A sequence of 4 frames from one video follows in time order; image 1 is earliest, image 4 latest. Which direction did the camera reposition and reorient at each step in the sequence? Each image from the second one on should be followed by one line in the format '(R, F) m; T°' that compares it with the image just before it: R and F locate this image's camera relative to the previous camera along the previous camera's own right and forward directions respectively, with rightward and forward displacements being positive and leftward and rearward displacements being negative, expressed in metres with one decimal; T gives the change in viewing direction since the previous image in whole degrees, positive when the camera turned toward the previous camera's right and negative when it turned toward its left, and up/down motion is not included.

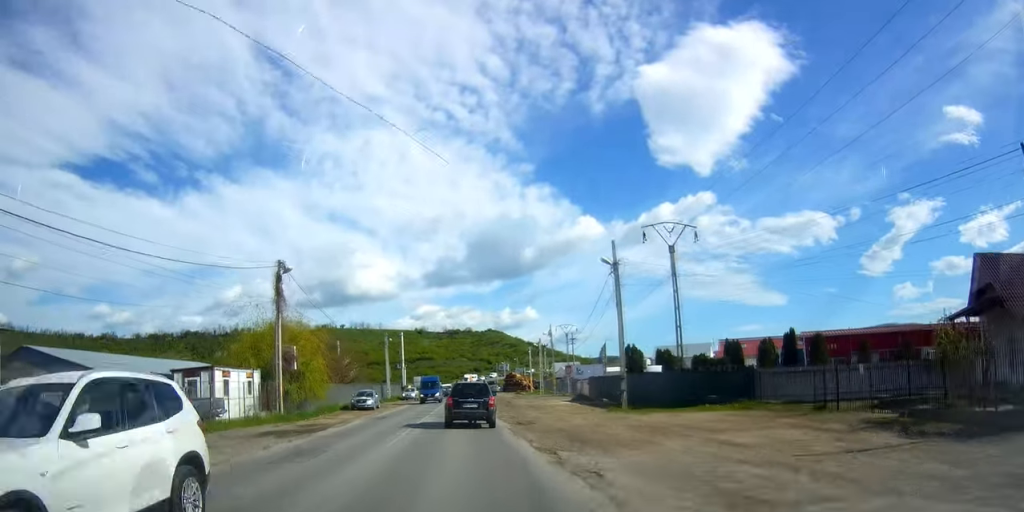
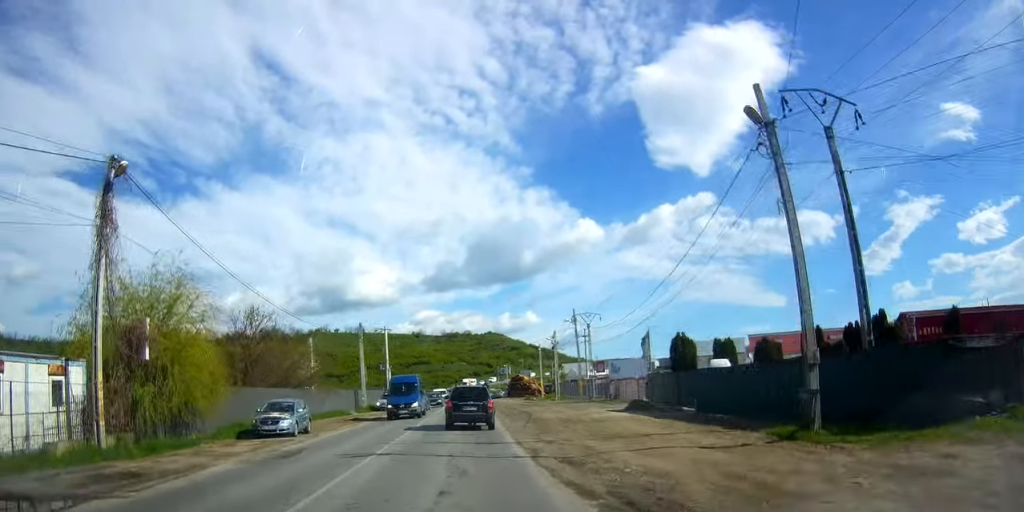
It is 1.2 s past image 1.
(0.0, +16.2) m; 0°
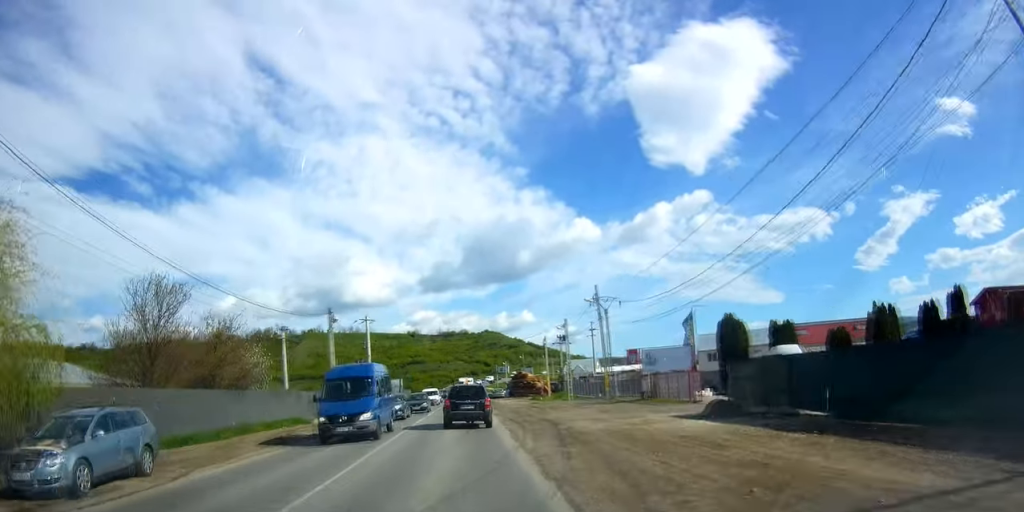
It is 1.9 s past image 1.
(0.0, +10.7) m; 0°
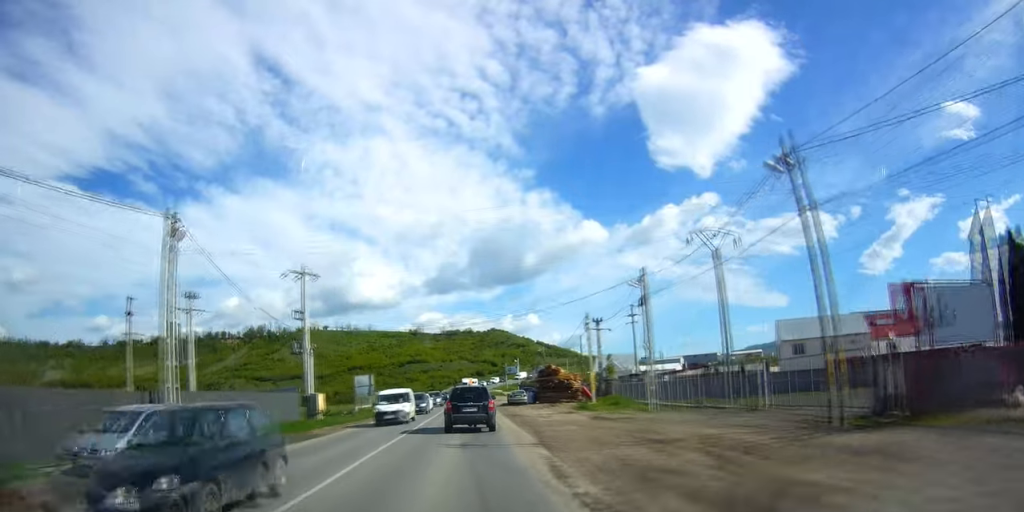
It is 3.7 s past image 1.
(-0.5, +25.4) m; -1°
